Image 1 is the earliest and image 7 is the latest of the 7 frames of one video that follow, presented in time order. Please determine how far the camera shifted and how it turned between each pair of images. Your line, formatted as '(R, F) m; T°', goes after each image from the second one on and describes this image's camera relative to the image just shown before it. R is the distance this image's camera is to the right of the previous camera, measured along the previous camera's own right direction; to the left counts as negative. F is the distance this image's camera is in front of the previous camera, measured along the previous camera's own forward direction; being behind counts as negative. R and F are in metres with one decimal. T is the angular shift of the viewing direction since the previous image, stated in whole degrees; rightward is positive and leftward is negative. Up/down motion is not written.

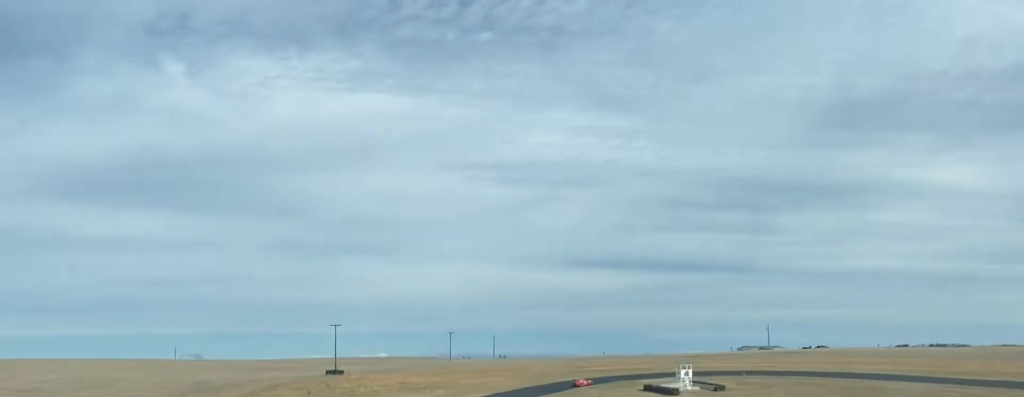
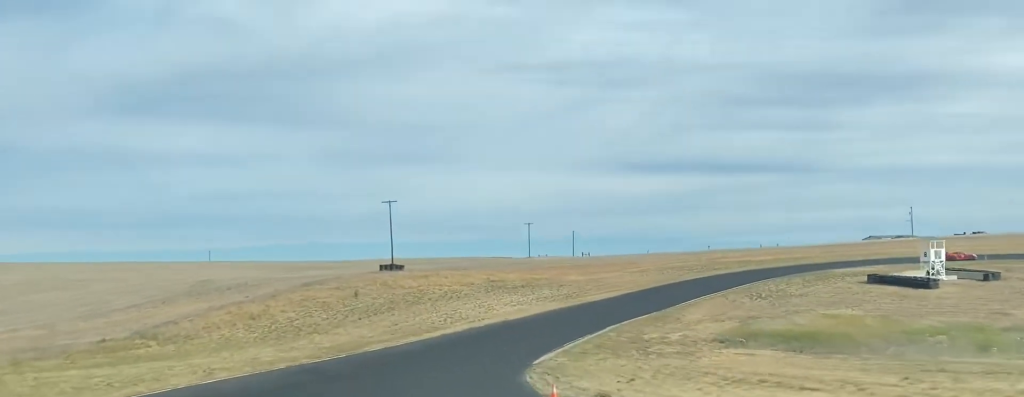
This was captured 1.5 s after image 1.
(-8.5, +49.9) m; -2°
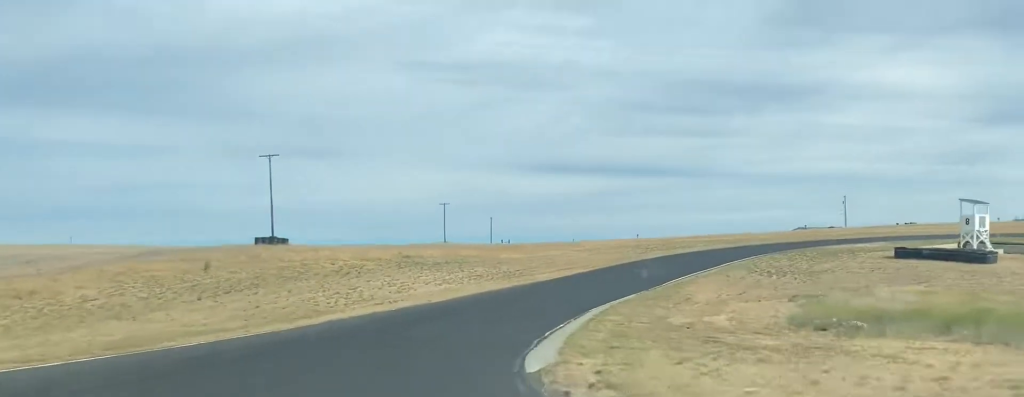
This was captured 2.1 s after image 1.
(+2.9, +21.9) m; +10°
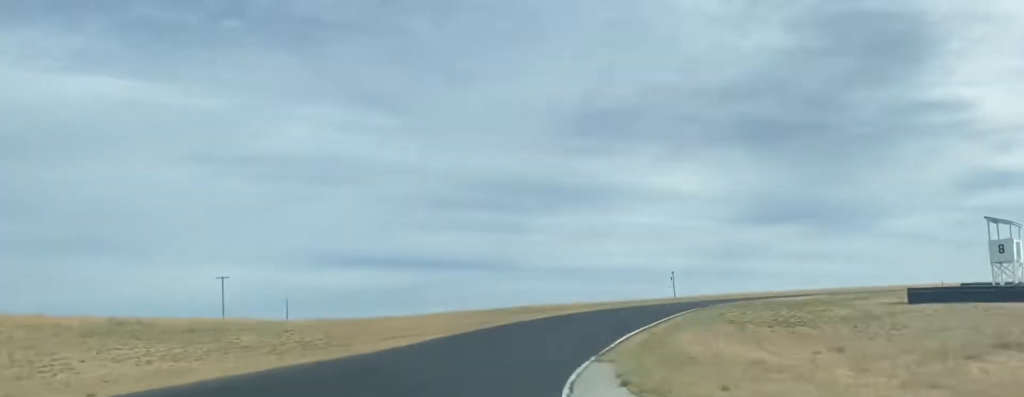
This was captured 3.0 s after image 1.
(+3.7, +28.3) m; +14°
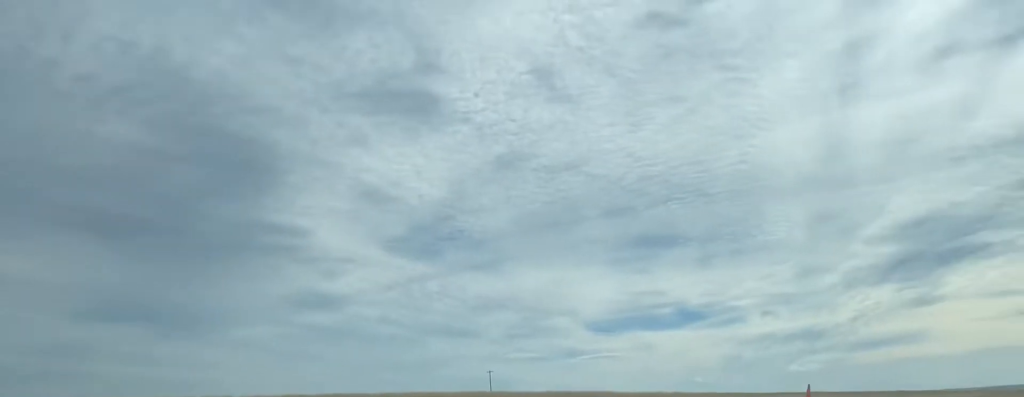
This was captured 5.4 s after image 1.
(+23.9, +61.4) m; +55°
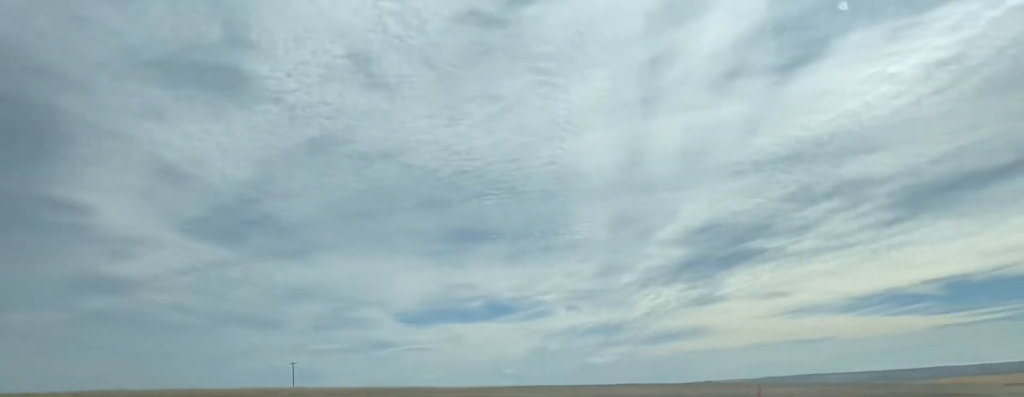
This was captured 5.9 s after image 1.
(+2.0, +12.4) m; +15°
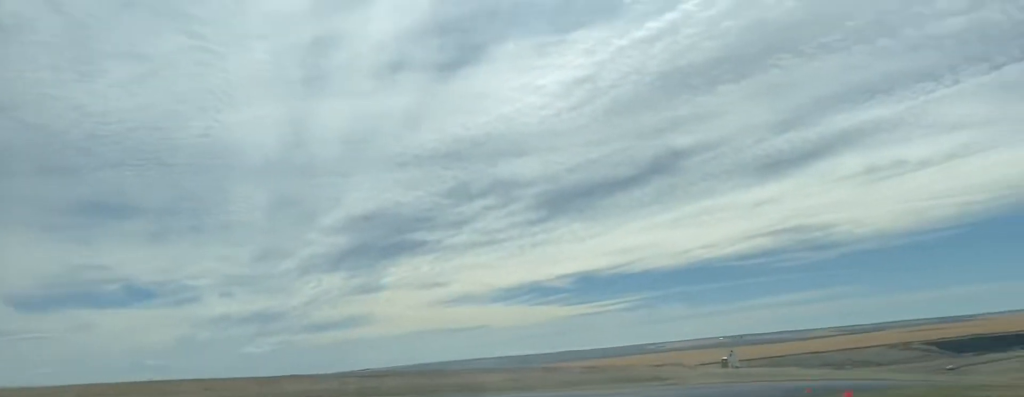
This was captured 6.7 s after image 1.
(+2.5, +18.5) m; +21°
